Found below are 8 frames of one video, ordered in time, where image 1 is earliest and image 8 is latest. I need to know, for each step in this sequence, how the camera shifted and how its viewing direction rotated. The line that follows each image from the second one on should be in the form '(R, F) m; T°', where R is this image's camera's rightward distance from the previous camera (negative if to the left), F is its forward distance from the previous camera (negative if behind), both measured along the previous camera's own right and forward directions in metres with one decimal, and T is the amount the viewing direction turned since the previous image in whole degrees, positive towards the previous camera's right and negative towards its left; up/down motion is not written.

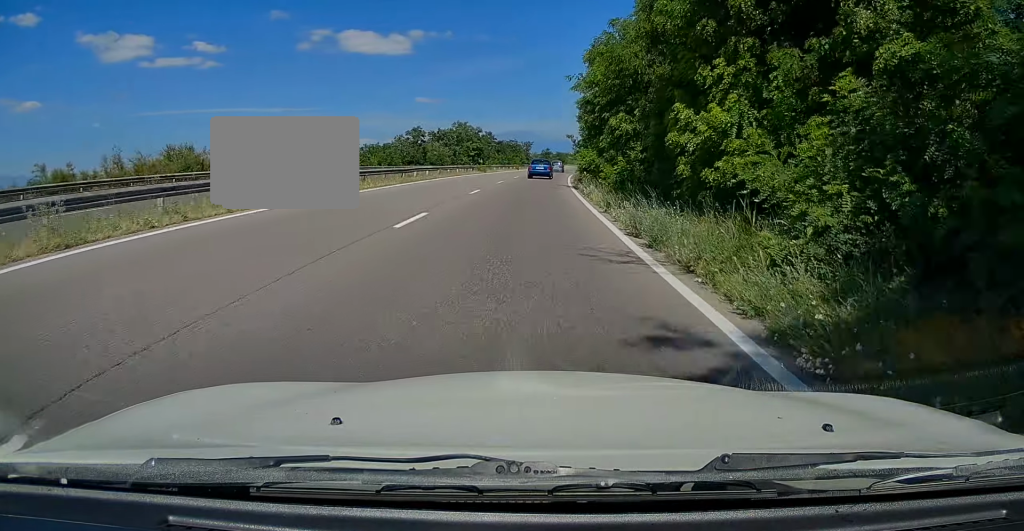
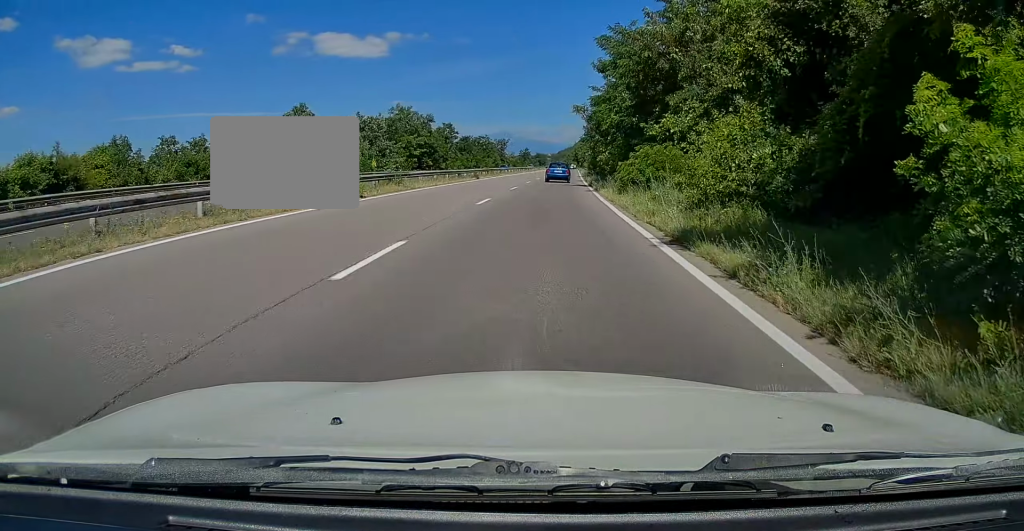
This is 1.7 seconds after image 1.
(+1.4, +40.3) m; +3°
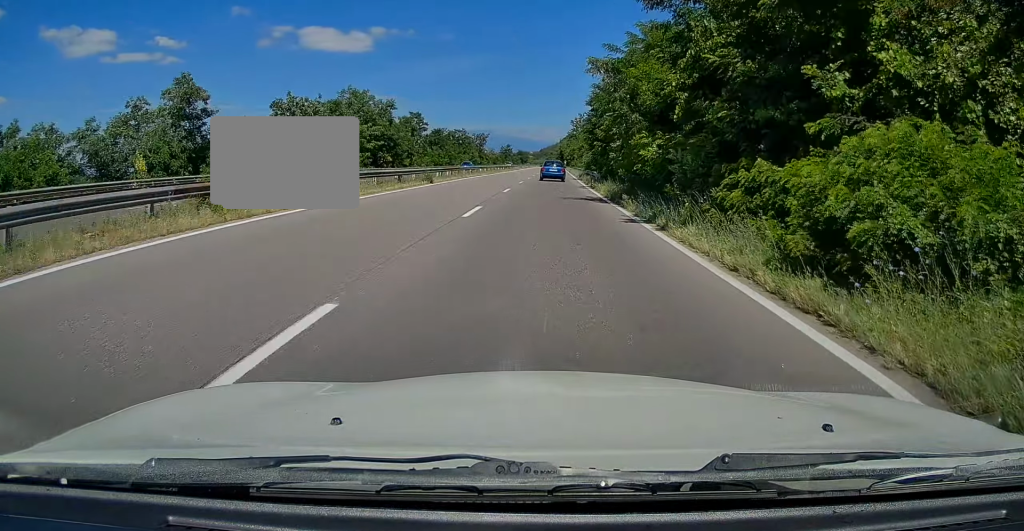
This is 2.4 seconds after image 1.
(-0.2, +16.5) m; 0°
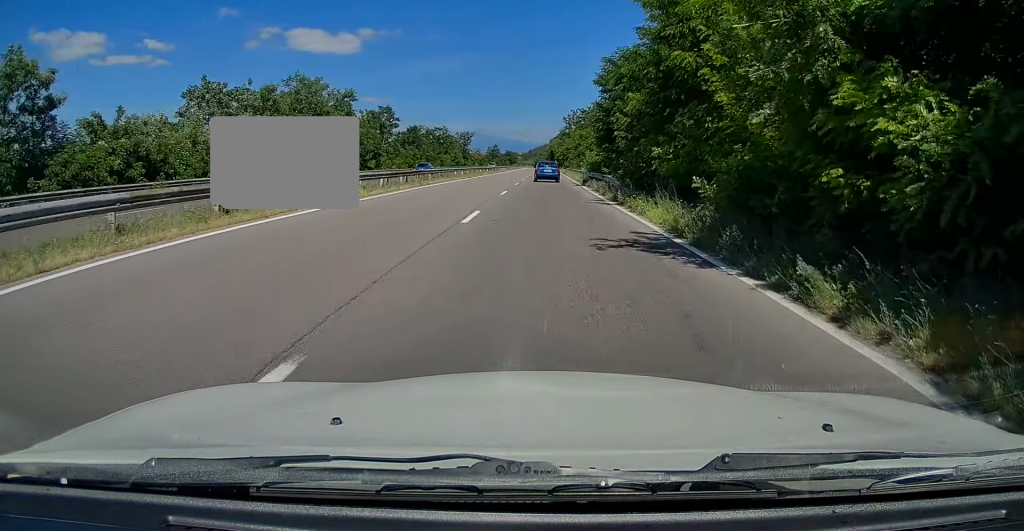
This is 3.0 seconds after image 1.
(+0.1, +13.4) m; +1°
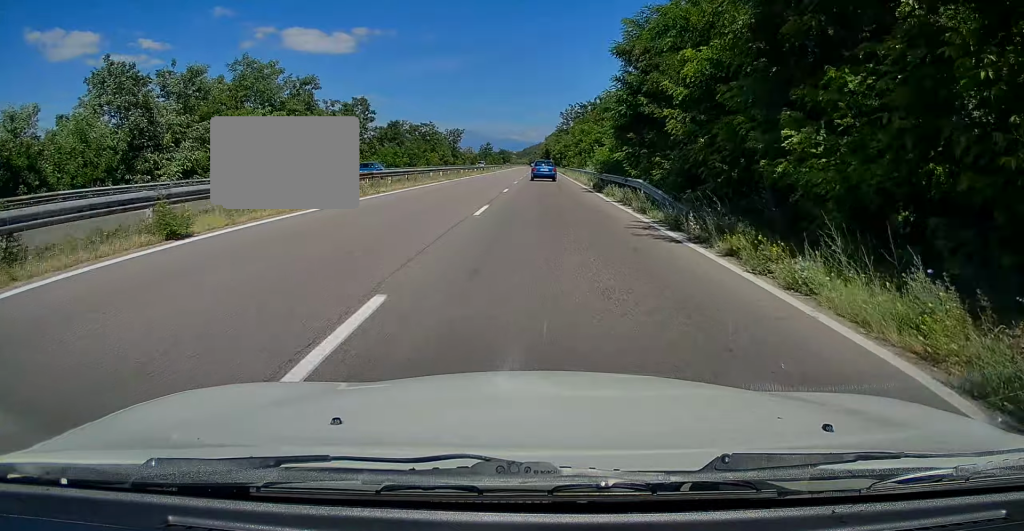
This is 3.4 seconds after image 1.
(0.0, +10.2) m; +1°
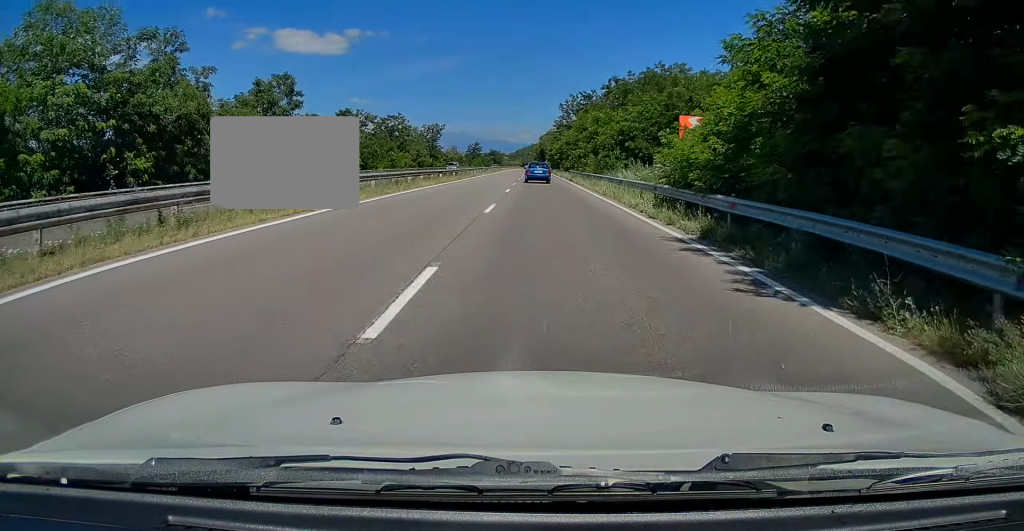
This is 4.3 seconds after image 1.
(+0.4, +22.0) m; +1°
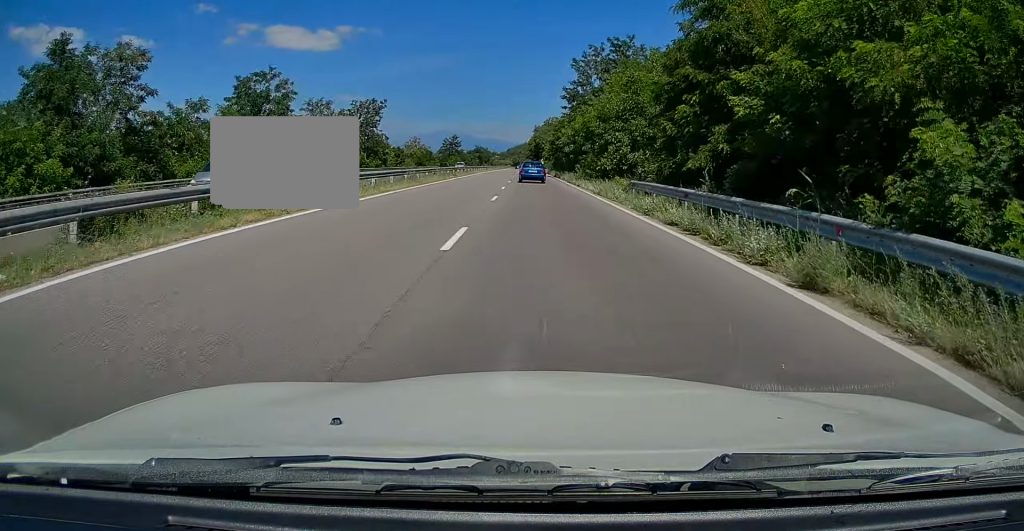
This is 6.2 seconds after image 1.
(+0.2, +44.3) m; 0°
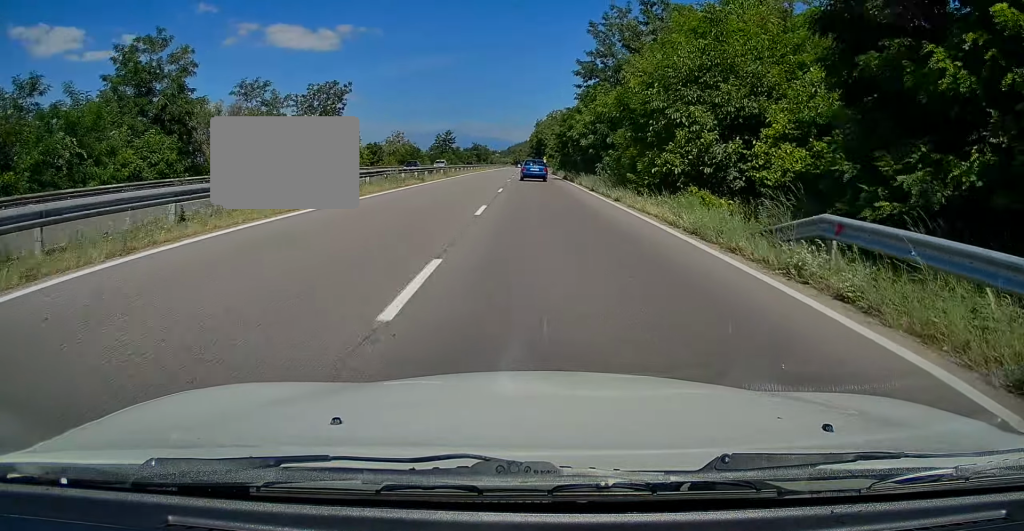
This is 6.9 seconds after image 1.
(0.0, +15.9) m; 0°
